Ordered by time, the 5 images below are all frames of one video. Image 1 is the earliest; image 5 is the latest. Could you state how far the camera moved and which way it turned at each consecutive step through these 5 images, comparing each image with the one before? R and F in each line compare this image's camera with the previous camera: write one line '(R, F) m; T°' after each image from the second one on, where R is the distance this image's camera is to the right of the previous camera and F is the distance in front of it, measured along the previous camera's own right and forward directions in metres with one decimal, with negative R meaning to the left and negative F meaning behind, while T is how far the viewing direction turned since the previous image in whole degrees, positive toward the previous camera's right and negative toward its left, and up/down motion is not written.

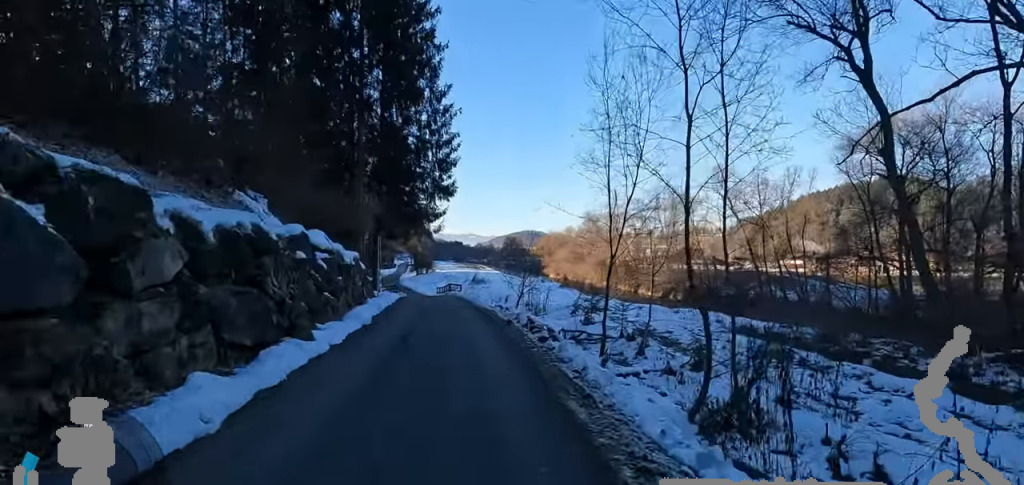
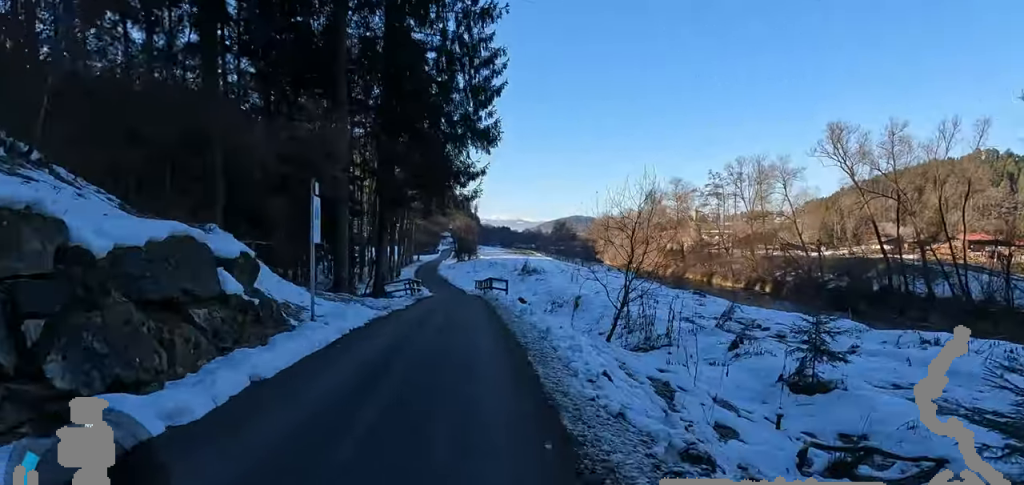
(0.0, +11.6) m; -9°
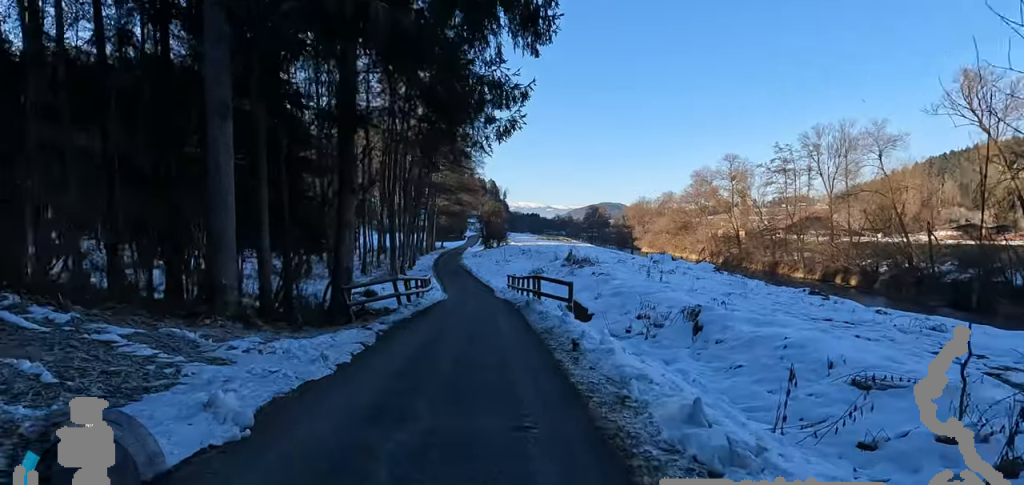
(-0.6, +10.0) m; 0°
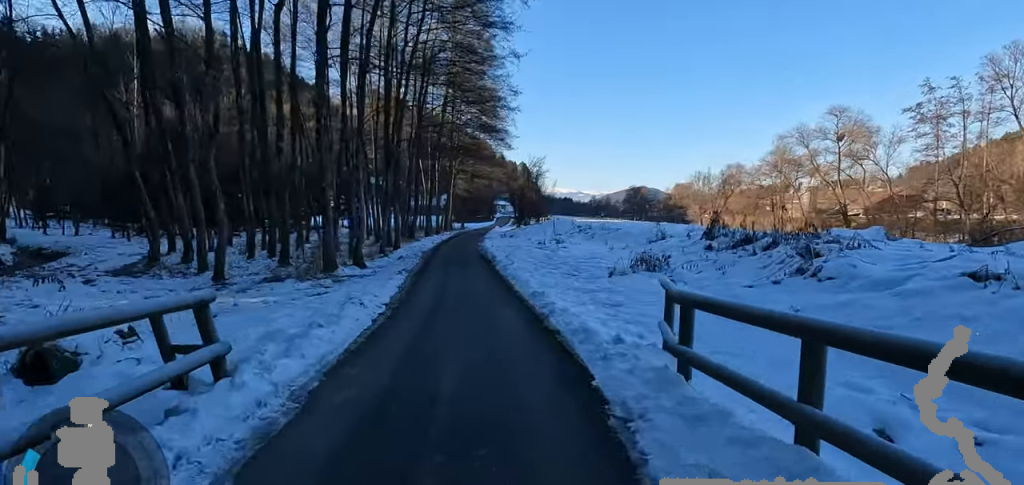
(0.0, +19.9) m; -5°
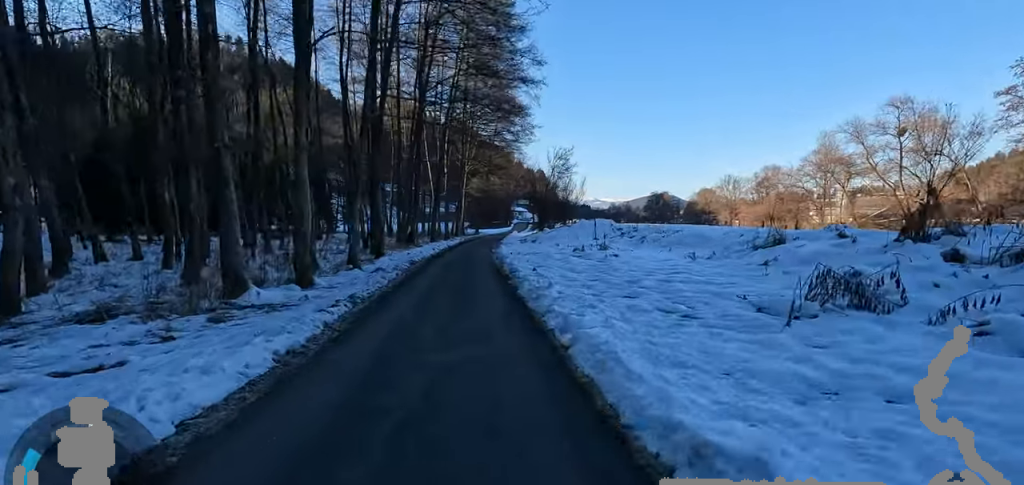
(-0.8, +7.1) m; 0°
